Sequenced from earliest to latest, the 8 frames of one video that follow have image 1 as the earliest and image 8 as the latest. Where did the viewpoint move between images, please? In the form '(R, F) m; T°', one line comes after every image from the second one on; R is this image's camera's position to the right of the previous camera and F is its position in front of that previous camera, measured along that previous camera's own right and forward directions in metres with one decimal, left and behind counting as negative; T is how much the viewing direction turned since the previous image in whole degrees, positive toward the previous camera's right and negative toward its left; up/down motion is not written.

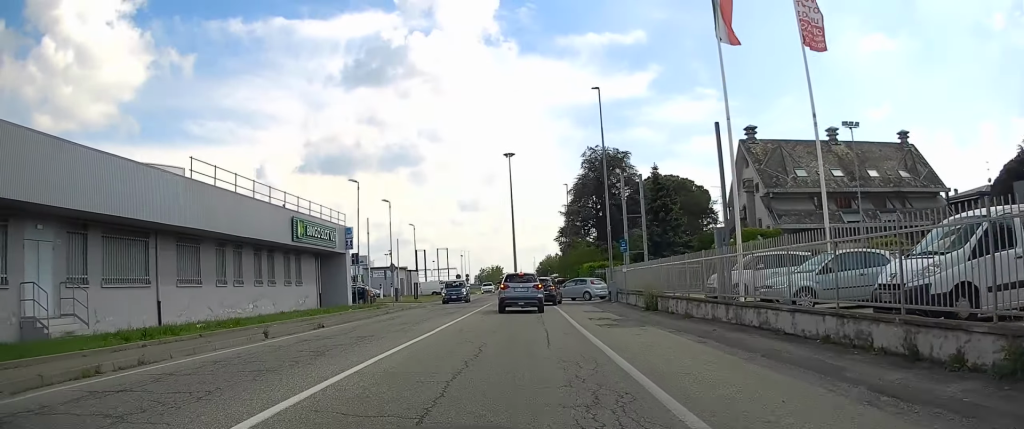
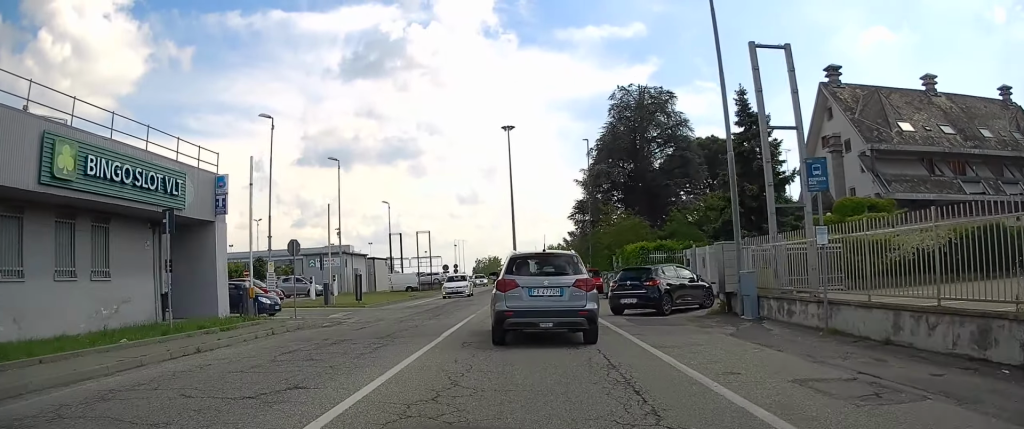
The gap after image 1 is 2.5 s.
(-0.2, +20.0) m; 0°
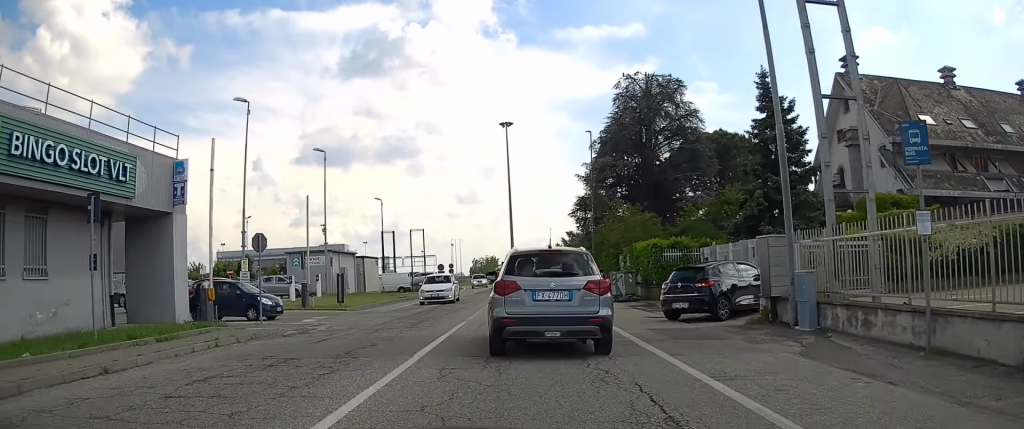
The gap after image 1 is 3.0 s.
(+0.1, +3.4) m; 0°
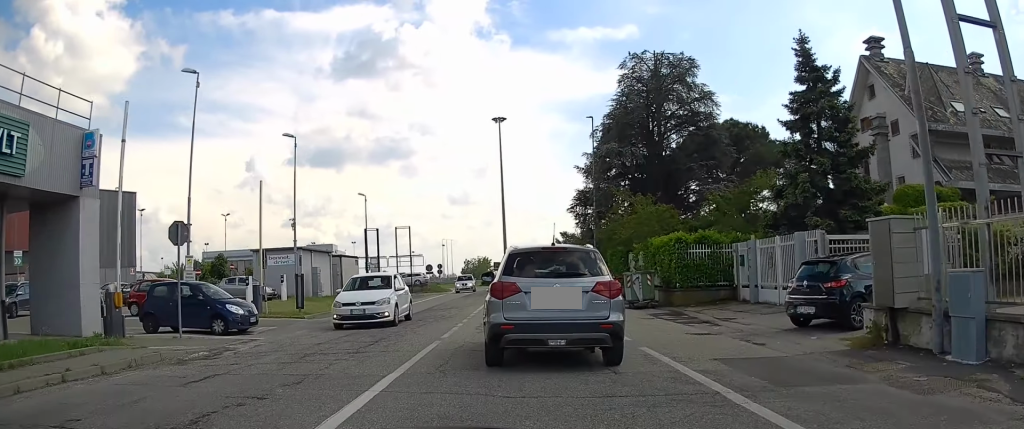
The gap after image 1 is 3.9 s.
(-0.1, +5.0) m; -1°
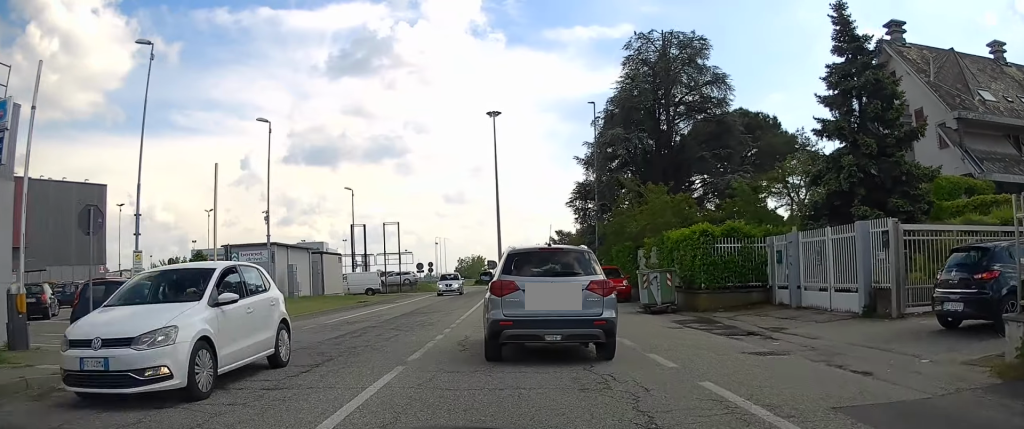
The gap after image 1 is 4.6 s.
(0.0, +3.6) m; +1°
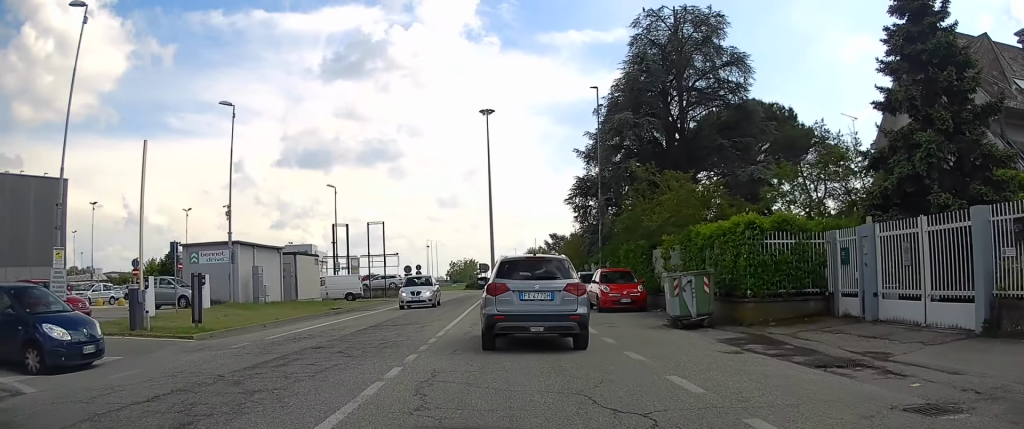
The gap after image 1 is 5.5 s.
(+0.1, +4.5) m; +1°
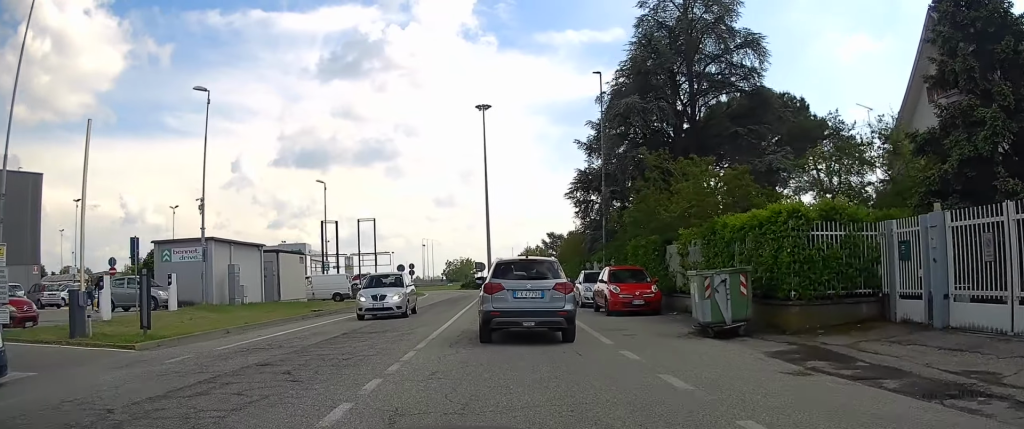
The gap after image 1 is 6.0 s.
(+0.1, +2.6) m; 0°
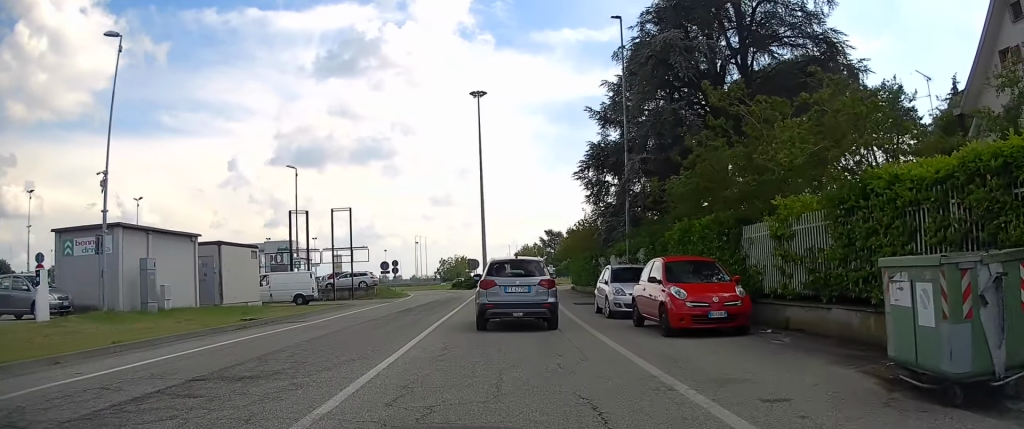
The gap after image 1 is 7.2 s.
(-0.1, +7.3) m; -1°
